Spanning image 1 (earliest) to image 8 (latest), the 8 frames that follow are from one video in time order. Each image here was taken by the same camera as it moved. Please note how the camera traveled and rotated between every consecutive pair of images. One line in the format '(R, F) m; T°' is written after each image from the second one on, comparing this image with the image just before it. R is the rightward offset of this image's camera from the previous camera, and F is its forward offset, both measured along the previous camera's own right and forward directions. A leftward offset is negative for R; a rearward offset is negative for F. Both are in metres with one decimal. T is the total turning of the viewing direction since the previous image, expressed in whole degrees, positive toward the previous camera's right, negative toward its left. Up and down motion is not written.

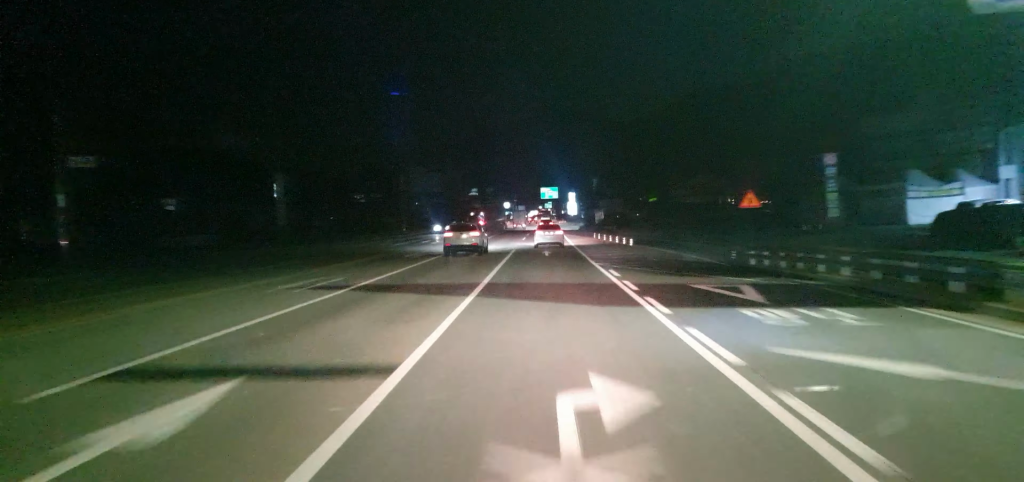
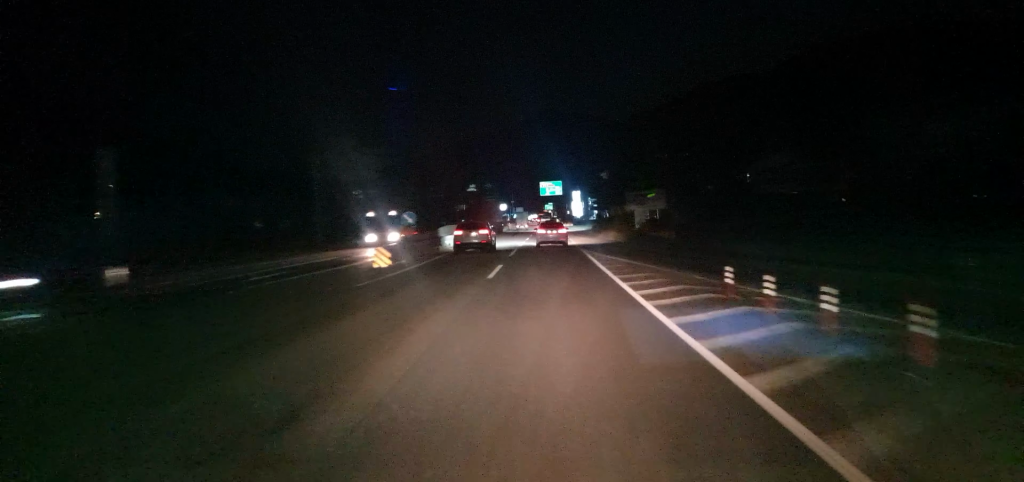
(-0.2, +39.1) m; -1°
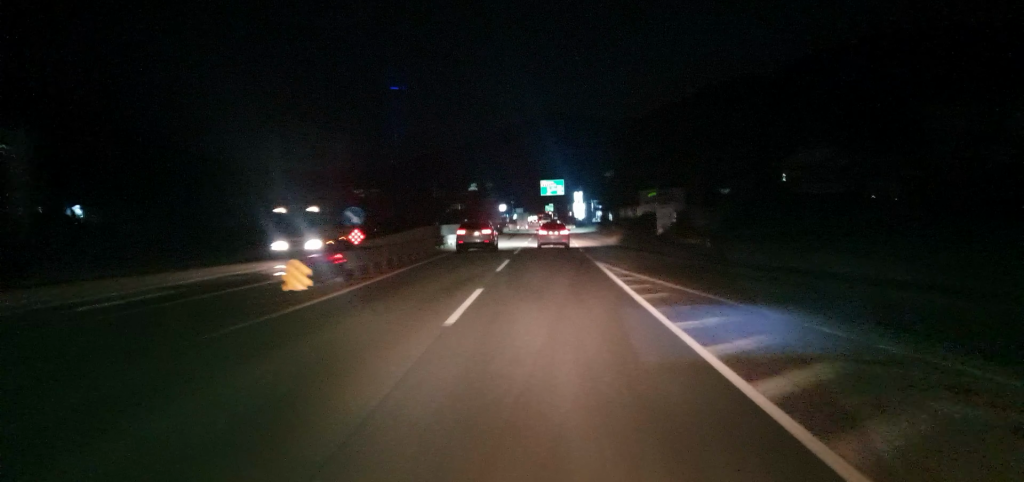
(-0.2, +9.9) m; 0°
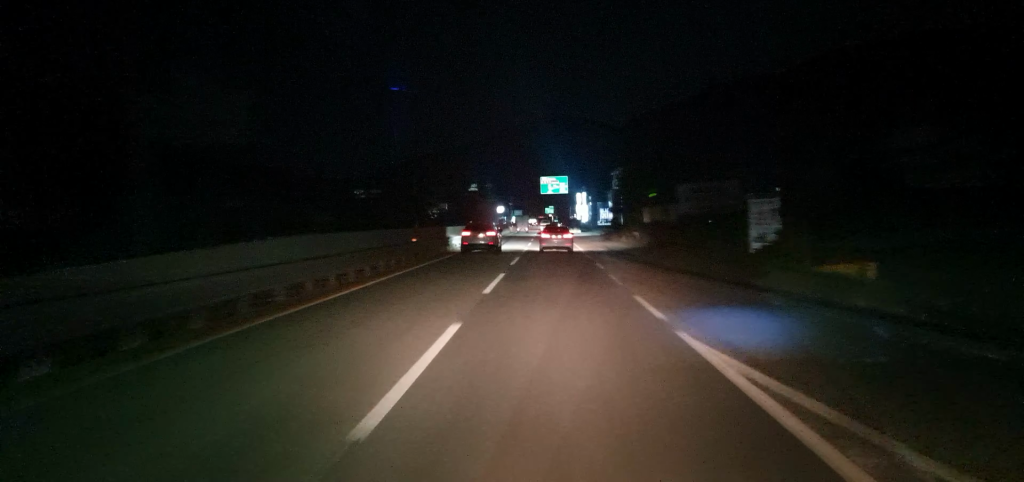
(+0.5, +19.1) m; +1°
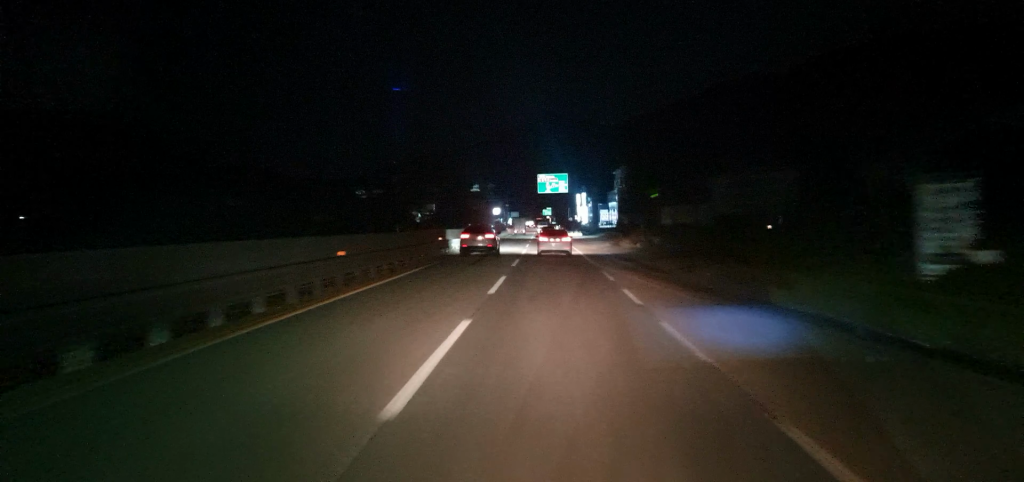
(0.0, +11.1) m; 0°
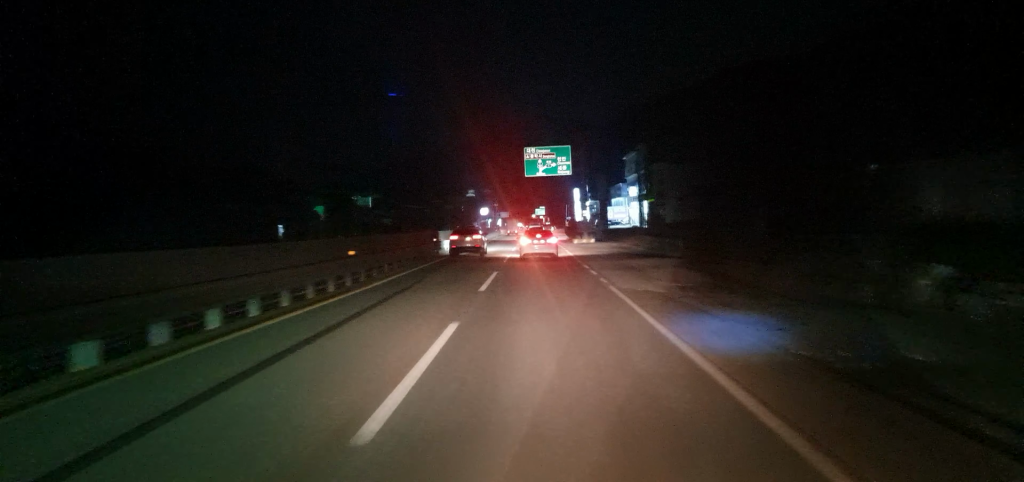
(-0.6, +37.0) m; -1°
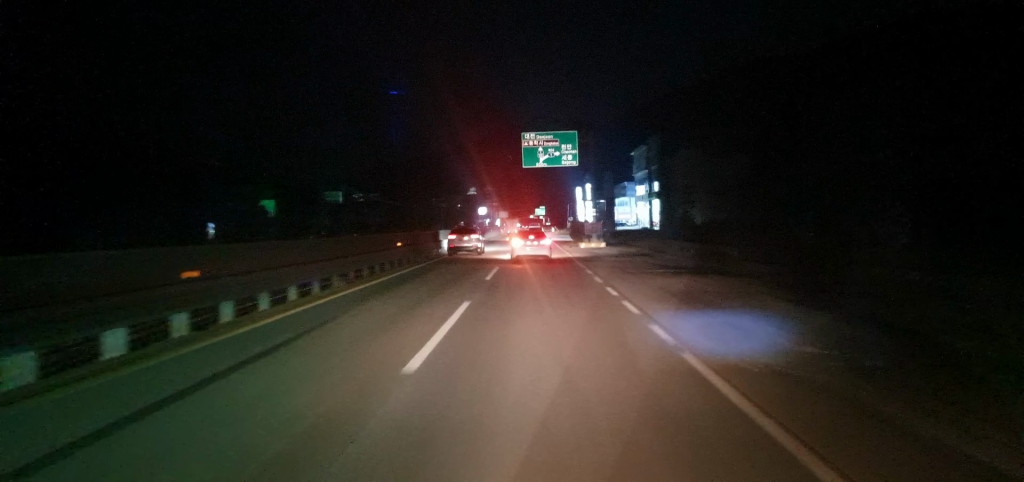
(-0.2, +11.7) m; 0°
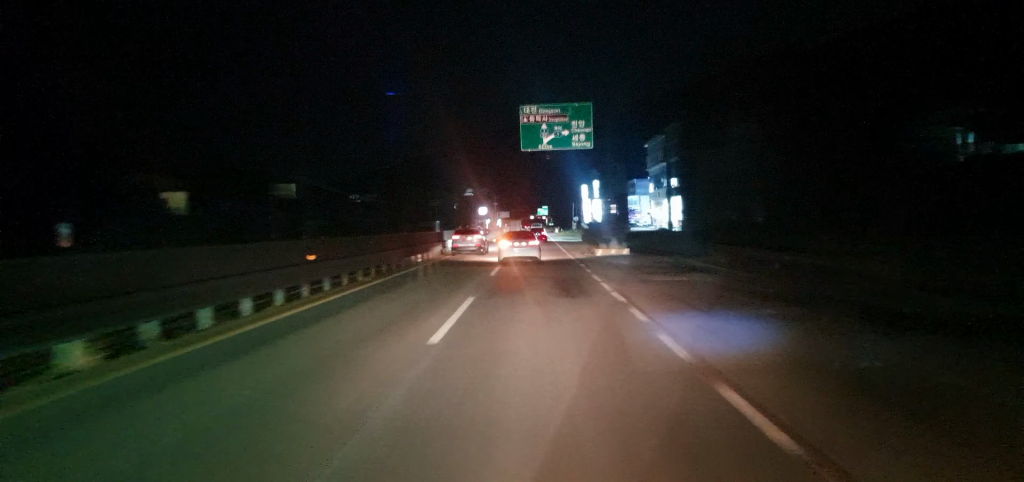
(+0.3, +13.0) m; +1°
